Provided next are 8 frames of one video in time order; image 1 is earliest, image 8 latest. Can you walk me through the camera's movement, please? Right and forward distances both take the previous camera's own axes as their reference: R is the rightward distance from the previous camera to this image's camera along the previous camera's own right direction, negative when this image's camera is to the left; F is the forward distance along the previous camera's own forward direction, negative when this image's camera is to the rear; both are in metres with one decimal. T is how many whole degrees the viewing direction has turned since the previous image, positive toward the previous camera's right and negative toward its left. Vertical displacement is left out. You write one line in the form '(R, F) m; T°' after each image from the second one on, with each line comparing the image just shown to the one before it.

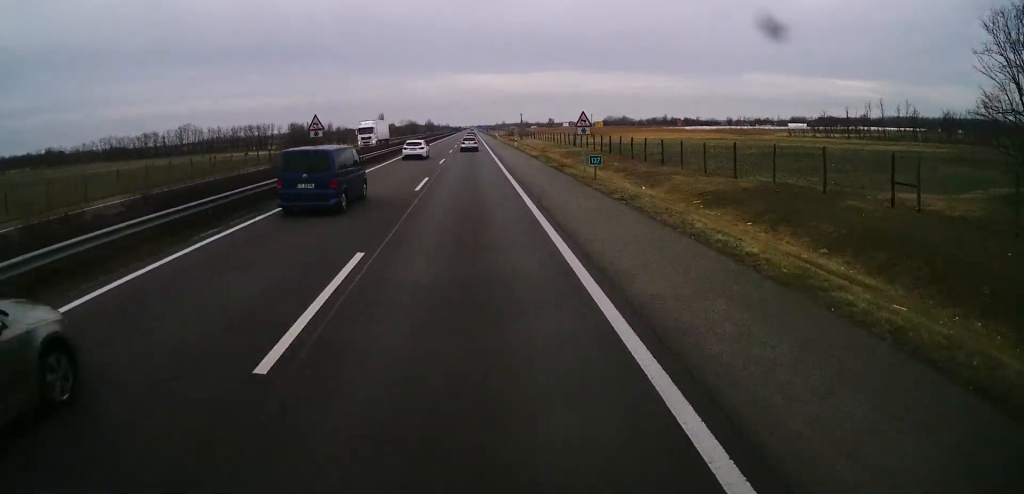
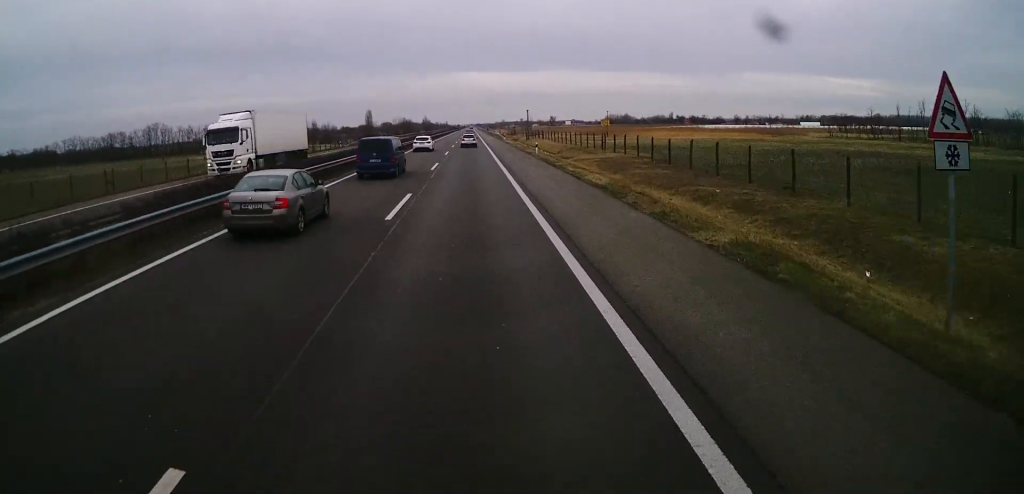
(0.0, +26.3) m; 0°
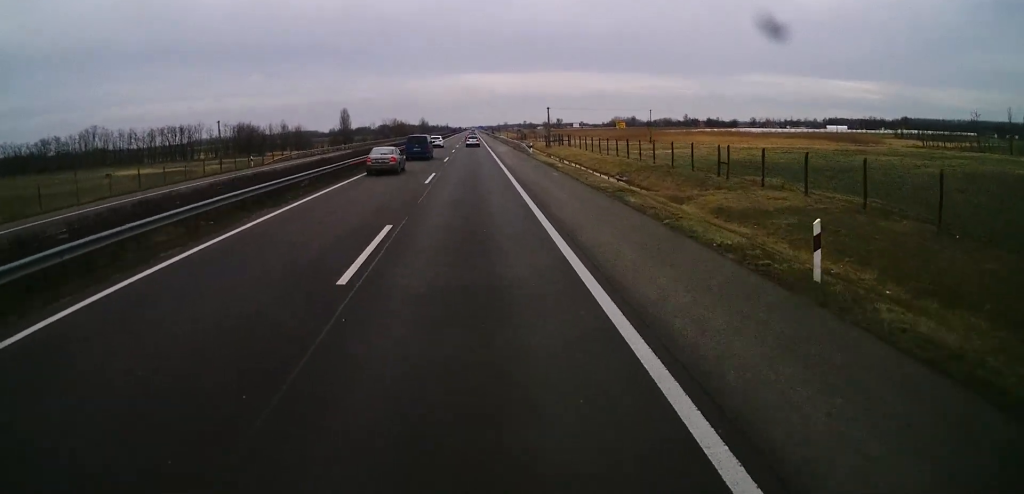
(+0.4, +42.8) m; +1°
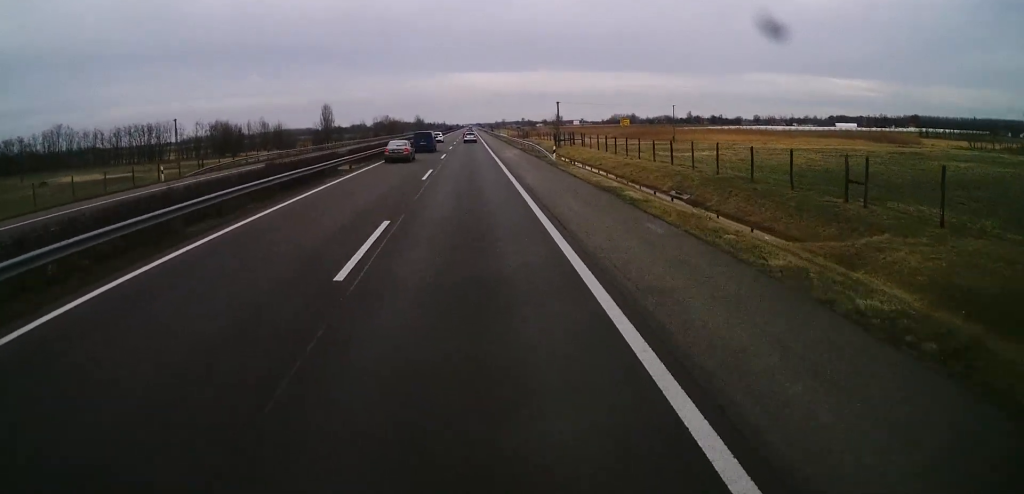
(+0.2, +18.0) m; 0°
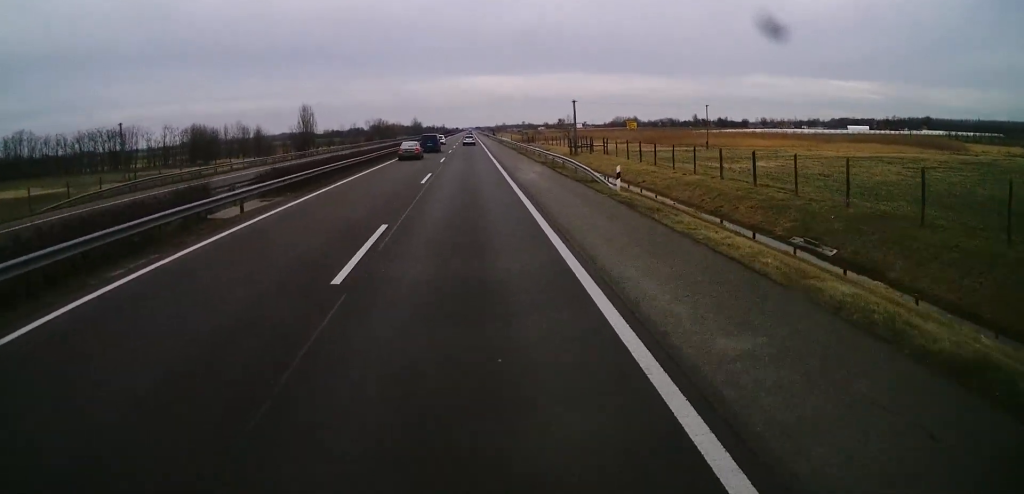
(-0.3, +17.9) m; 0°
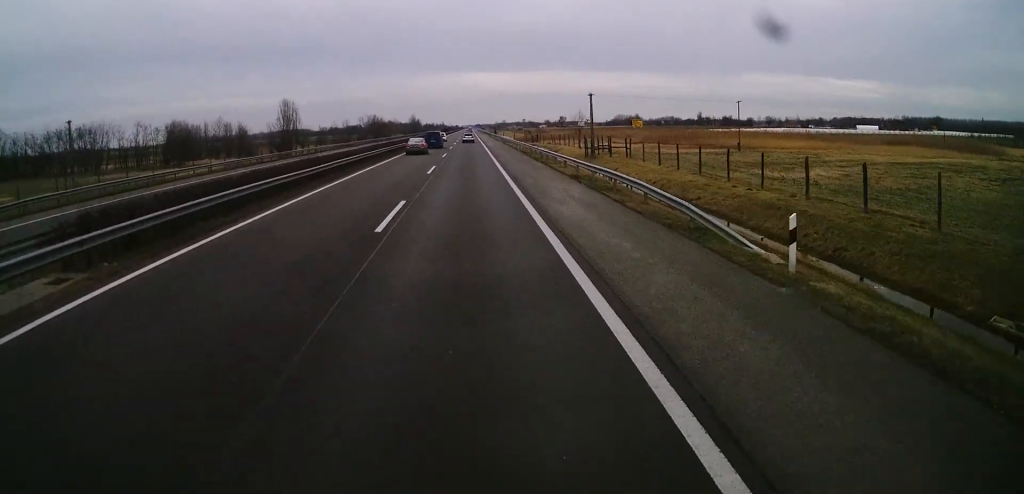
(0.0, +13.1) m; 0°
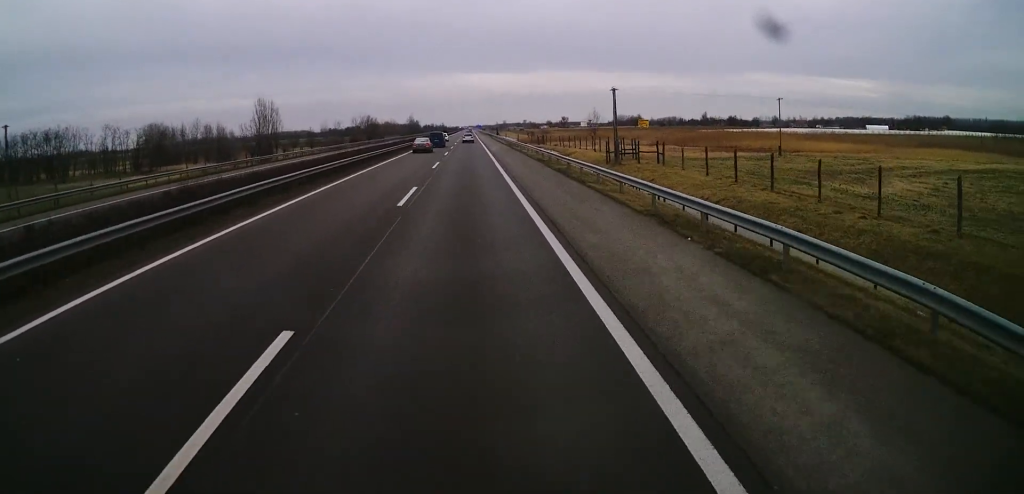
(+0.1, +13.1) m; 0°
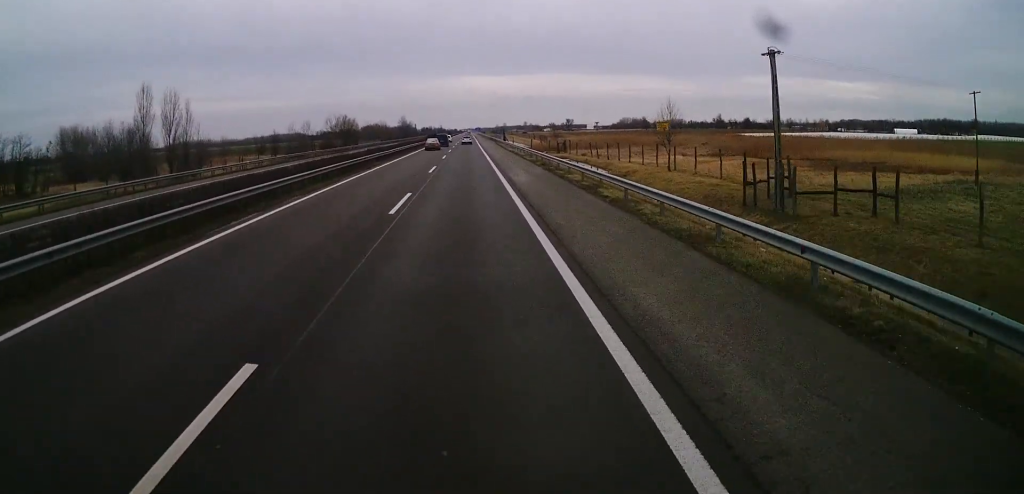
(-0.2, +36.9) m; 0°
